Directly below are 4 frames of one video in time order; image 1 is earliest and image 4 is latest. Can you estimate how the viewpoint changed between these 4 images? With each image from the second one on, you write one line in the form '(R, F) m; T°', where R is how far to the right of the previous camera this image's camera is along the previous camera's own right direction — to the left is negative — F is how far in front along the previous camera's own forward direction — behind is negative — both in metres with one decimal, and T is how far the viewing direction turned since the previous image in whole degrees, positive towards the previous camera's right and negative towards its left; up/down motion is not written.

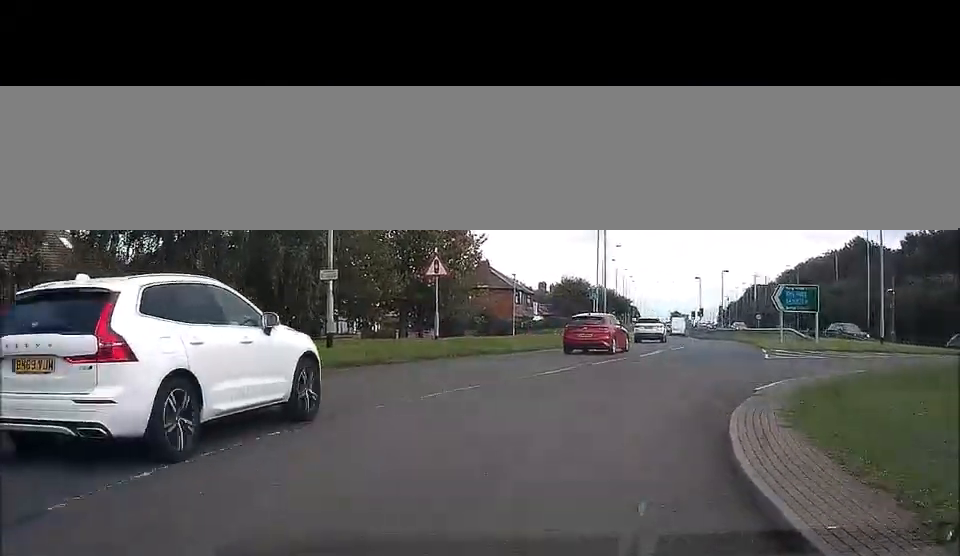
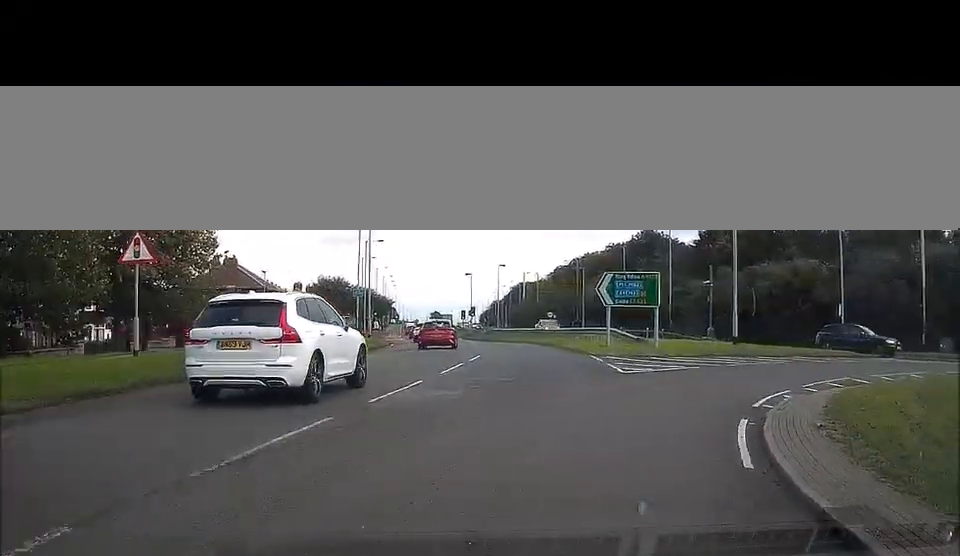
(+0.7, +7.2) m; +17°
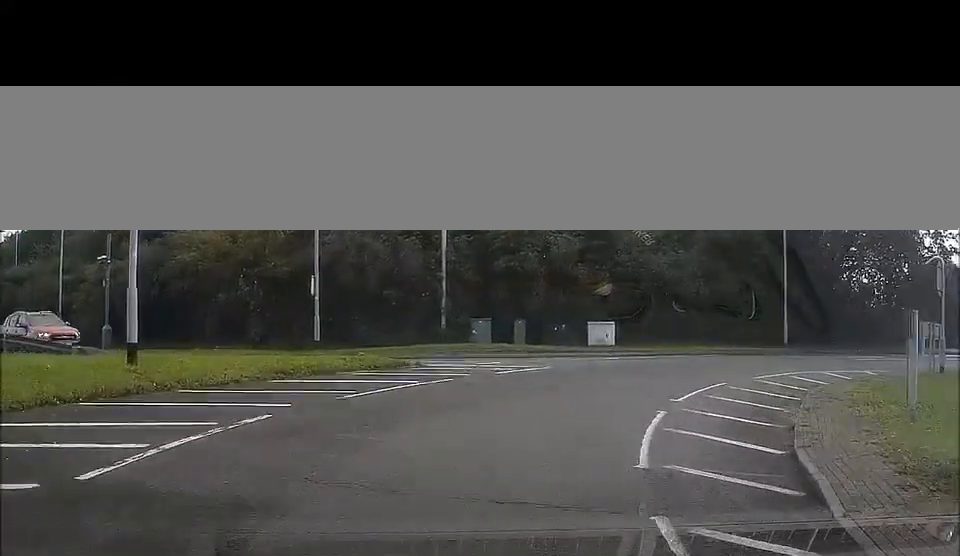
(+5.1, +15.3) m; +34°
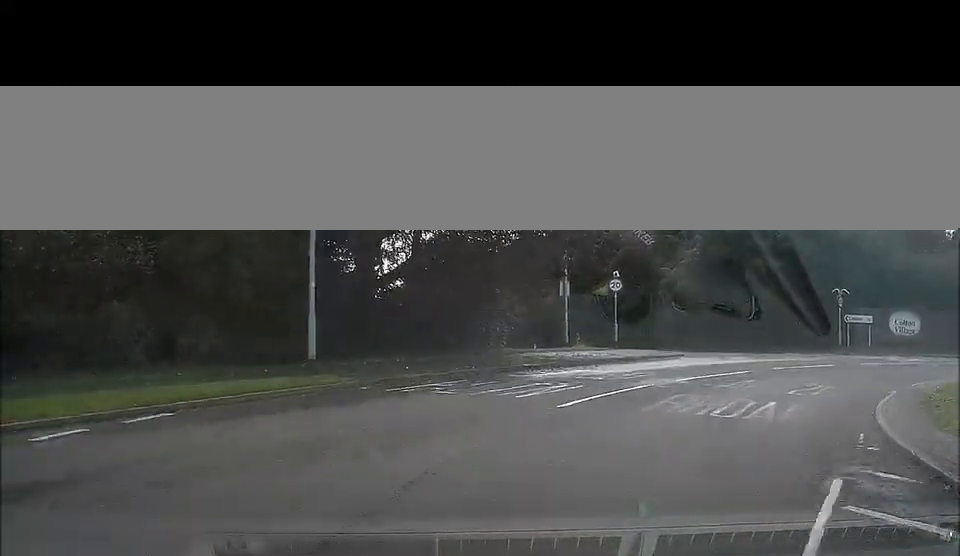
(+6.8, +19.2) m; +39°
